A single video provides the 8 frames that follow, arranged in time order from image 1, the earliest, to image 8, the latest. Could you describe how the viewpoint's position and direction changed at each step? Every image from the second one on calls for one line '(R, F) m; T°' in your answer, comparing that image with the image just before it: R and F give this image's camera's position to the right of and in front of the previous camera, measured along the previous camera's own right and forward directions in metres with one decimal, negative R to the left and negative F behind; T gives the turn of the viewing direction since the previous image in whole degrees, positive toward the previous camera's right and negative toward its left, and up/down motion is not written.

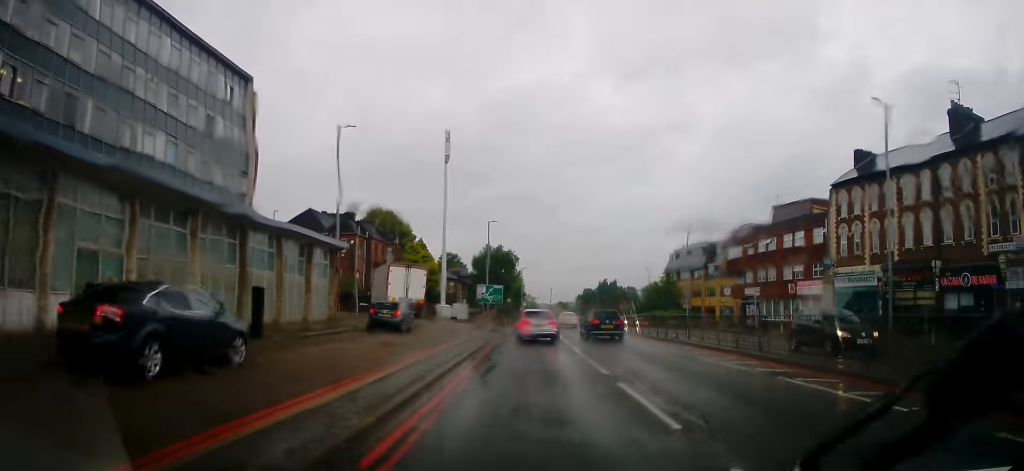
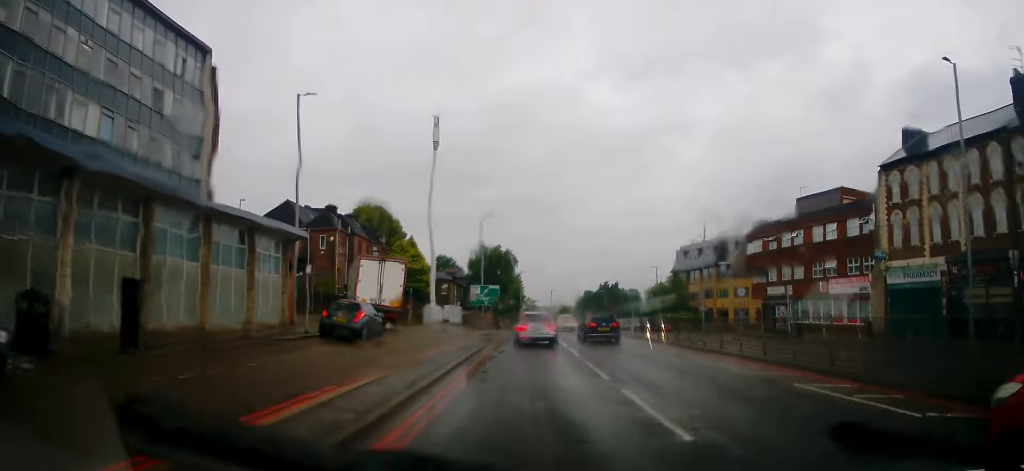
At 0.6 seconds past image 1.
(0.0, +6.4) m; +1°
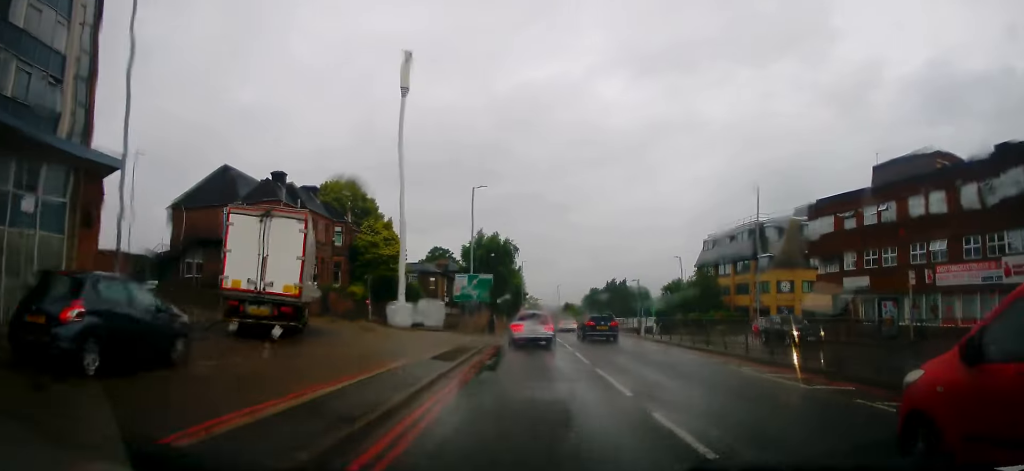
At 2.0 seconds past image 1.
(+0.3, +14.5) m; 0°
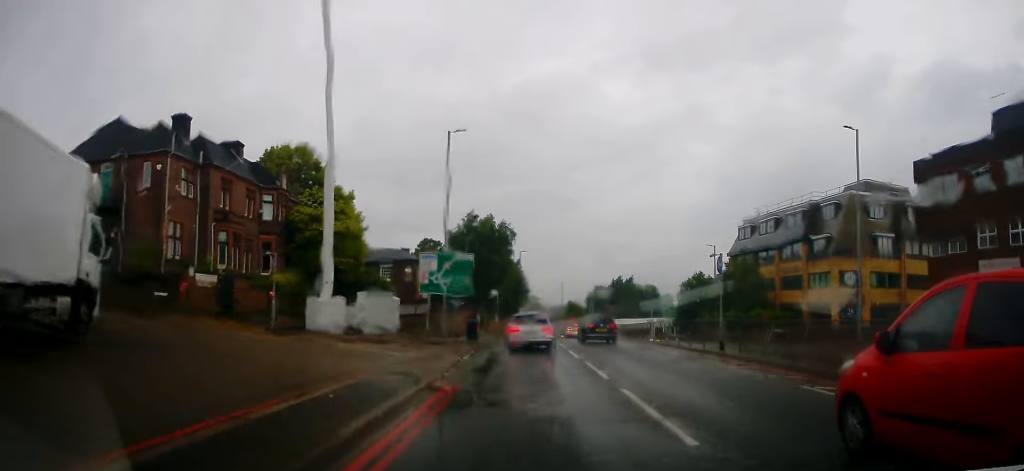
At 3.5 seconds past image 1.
(-0.4, +15.3) m; -1°
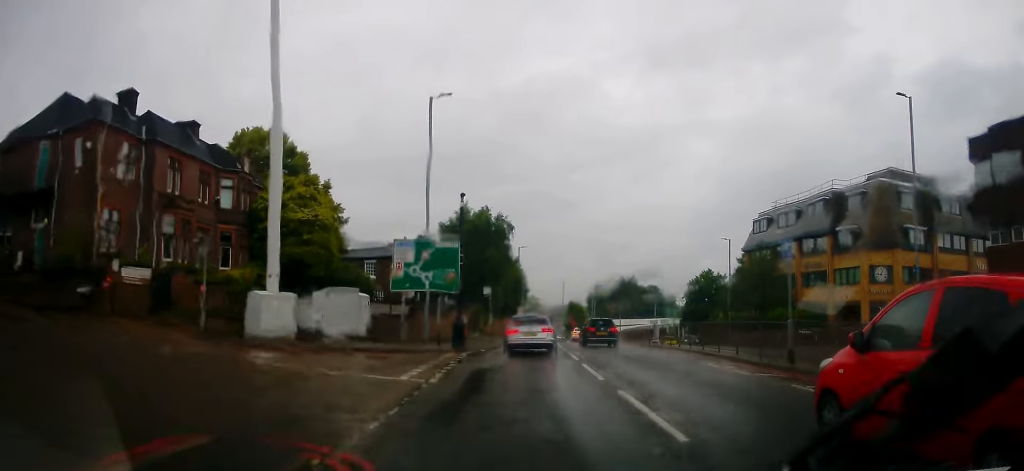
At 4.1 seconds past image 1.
(0.0, +5.7) m; 0°
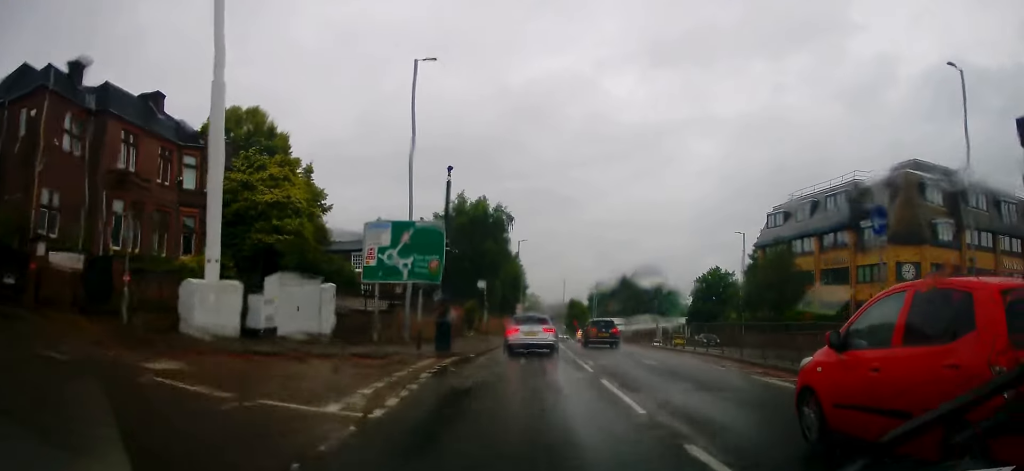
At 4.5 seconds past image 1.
(0.0, +4.3) m; 0°
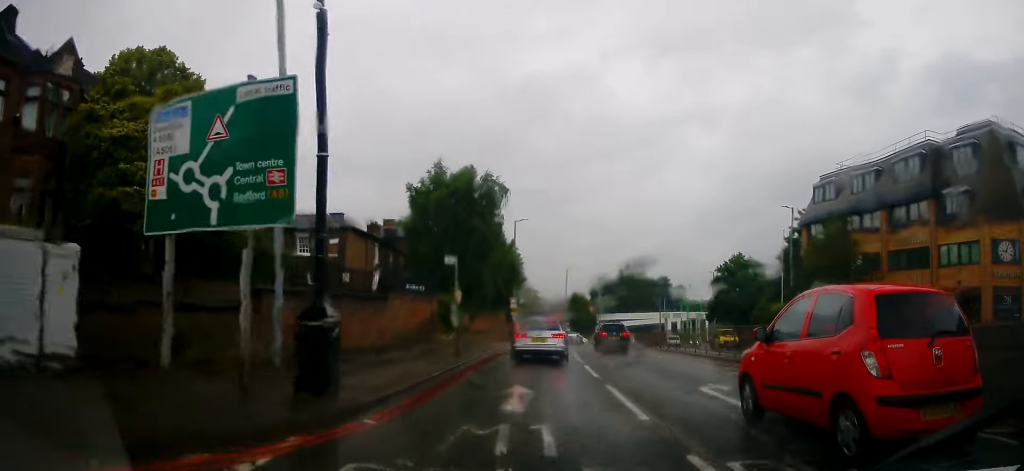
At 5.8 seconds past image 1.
(0.0, +12.5) m; 0°
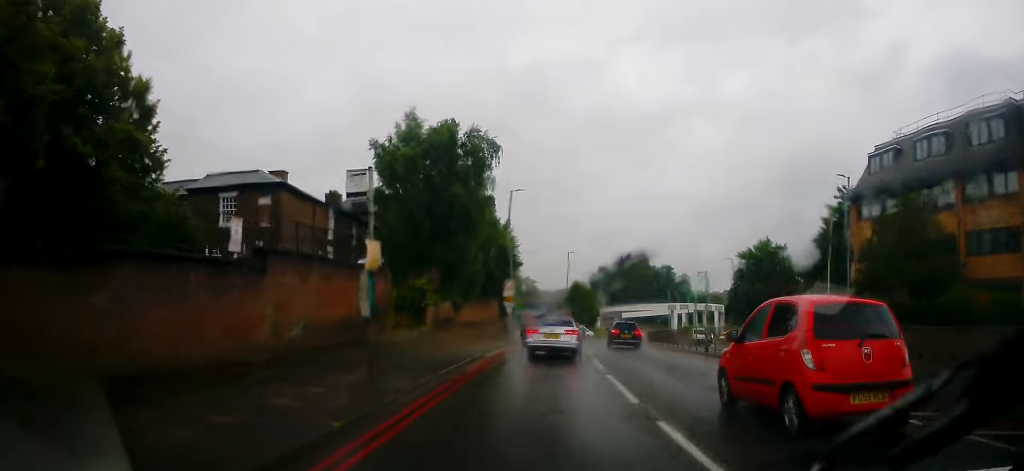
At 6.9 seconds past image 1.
(0.0, +10.4) m; +2°
